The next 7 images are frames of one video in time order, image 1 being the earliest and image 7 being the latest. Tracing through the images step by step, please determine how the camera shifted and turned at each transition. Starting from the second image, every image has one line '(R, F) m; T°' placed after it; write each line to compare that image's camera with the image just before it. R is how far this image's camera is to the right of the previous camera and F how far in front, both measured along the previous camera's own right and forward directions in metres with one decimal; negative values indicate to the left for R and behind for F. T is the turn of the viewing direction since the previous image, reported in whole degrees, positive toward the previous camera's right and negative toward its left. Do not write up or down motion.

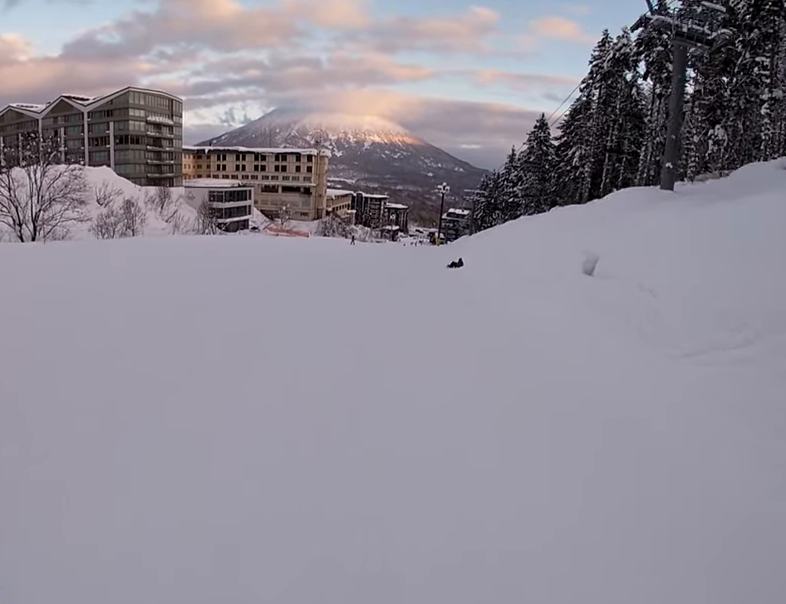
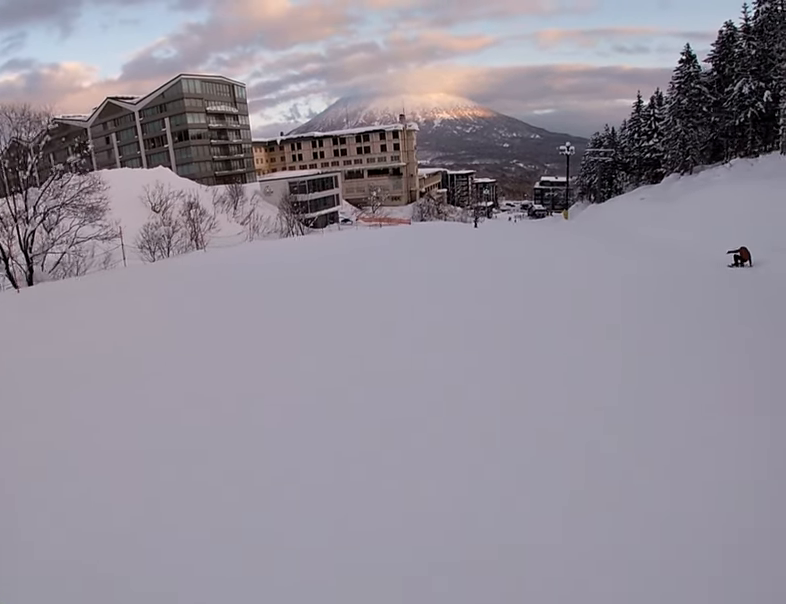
(-0.4, +15.7) m; 0°
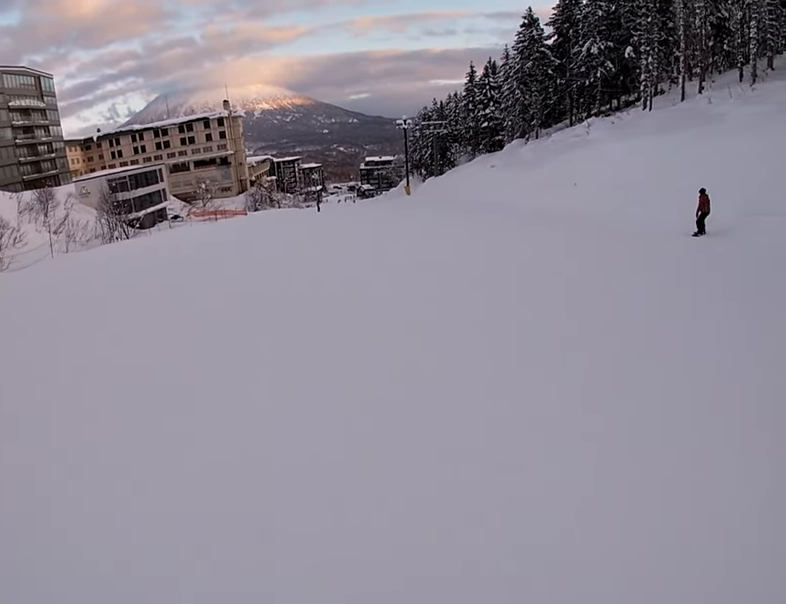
(+0.1, +7.7) m; +16°
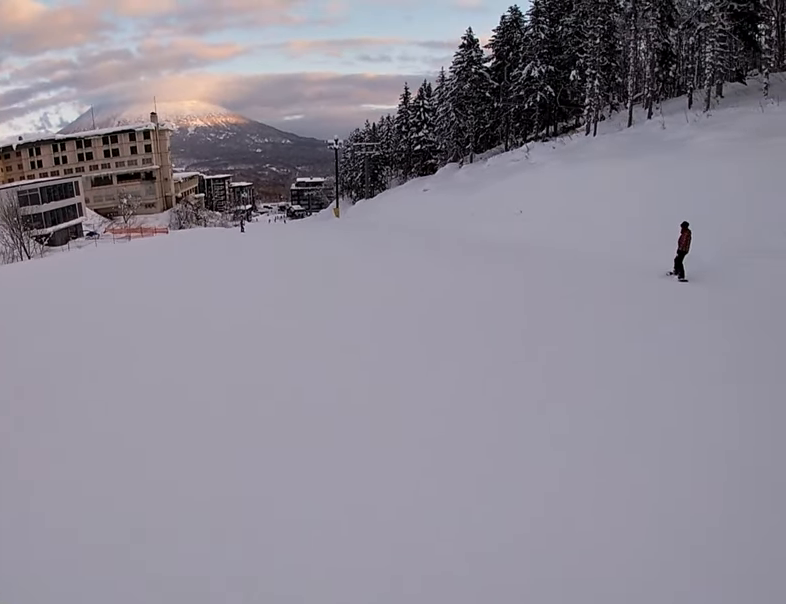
(+0.6, +4.4) m; +13°
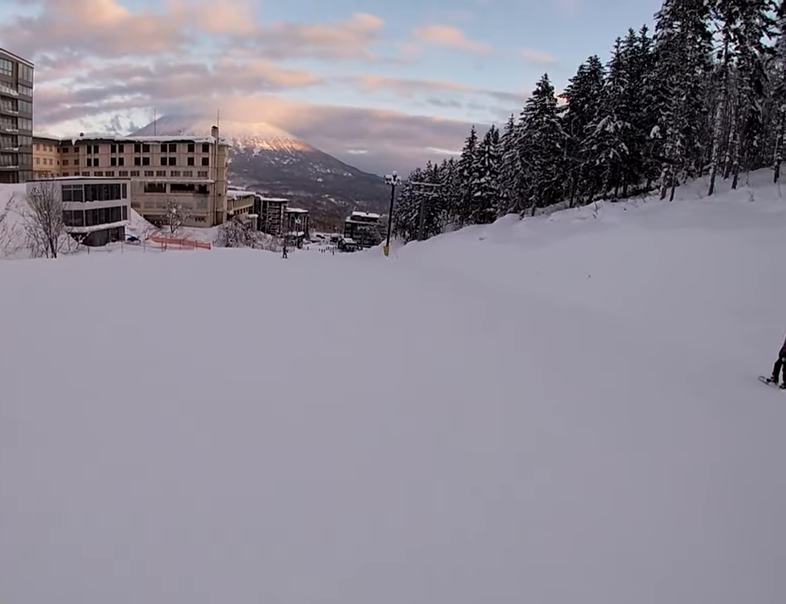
(+0.8, +3.7) m; -2°
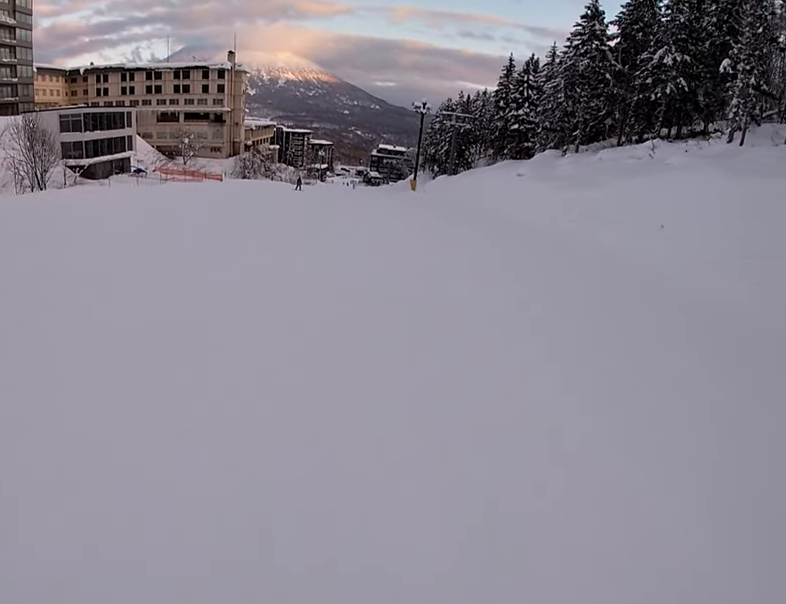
(-0.1, +4.4) m; -10°
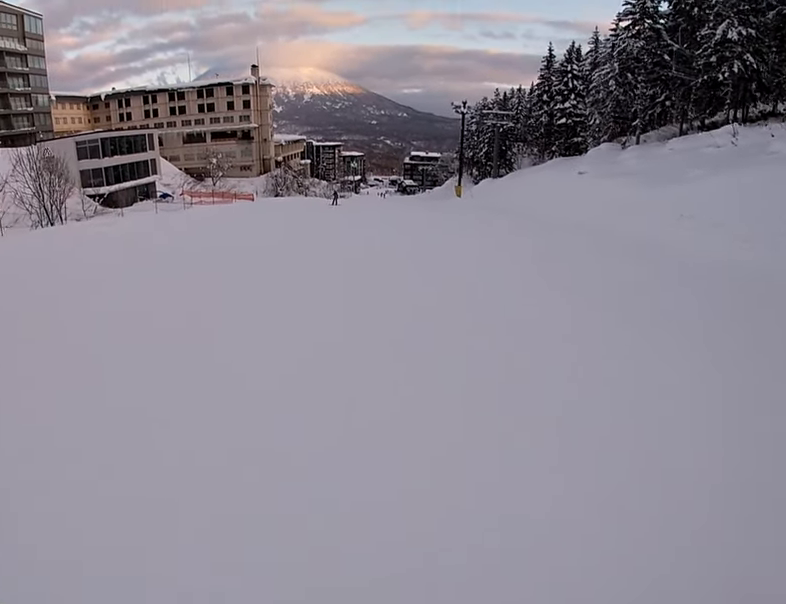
(-0.8, +5.1) m; -17°
